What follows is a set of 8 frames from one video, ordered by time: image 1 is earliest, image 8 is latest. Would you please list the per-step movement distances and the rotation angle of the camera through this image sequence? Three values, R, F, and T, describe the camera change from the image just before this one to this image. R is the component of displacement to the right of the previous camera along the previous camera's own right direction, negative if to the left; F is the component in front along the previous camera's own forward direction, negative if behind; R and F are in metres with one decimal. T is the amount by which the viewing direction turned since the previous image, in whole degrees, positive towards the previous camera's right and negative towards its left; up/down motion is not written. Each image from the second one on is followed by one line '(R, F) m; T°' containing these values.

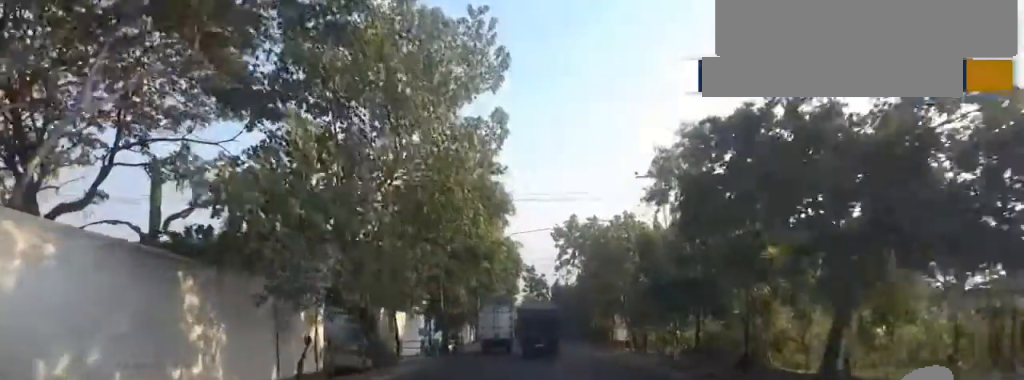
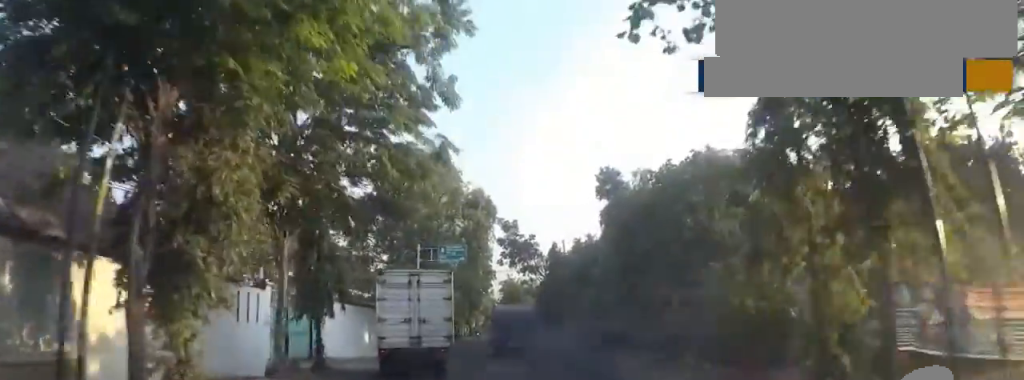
(+0.9, +23.6) m; +2°
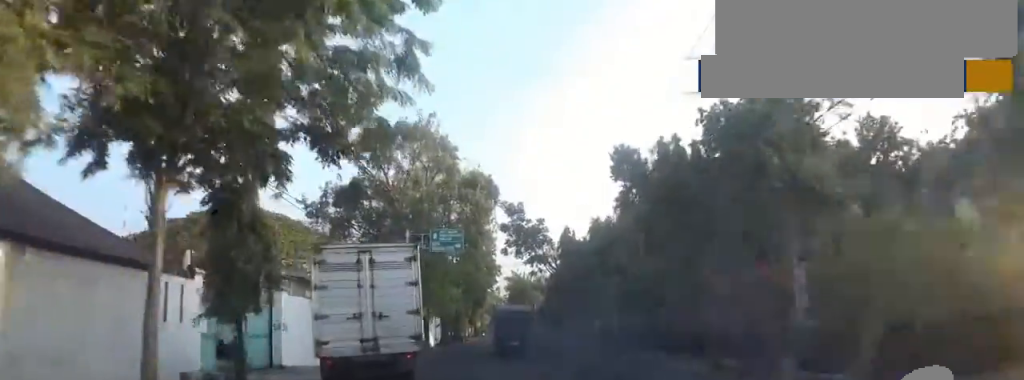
(0.0, +4.6) m; 0°
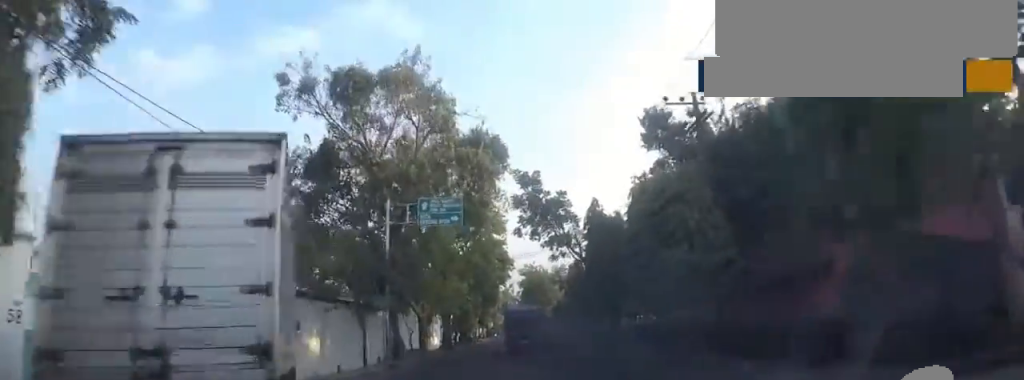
(0.0, +6.4) m; -1°
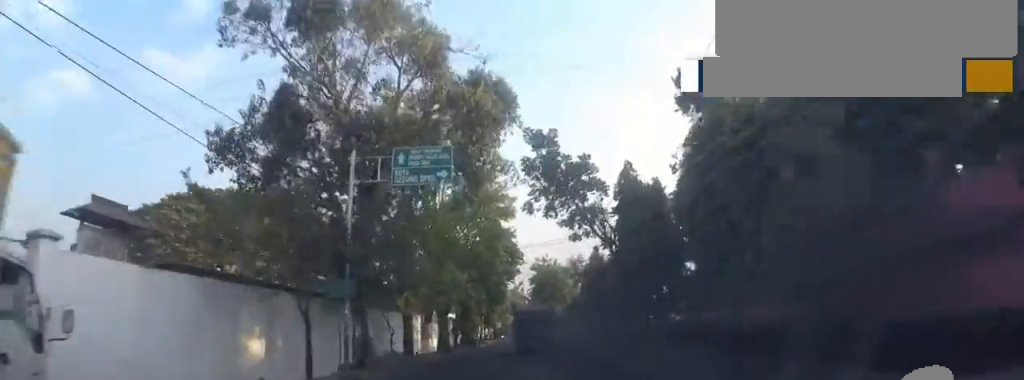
(+0.1, +5.5) m; -1°
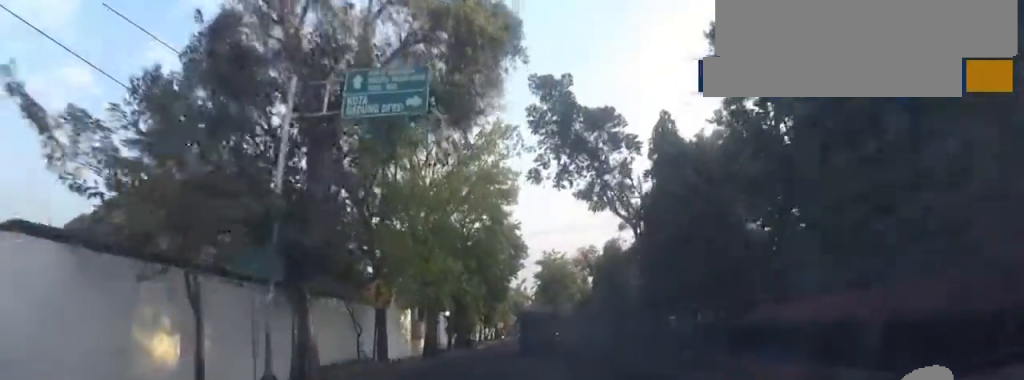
(-0.1, +4.7) m; 0°
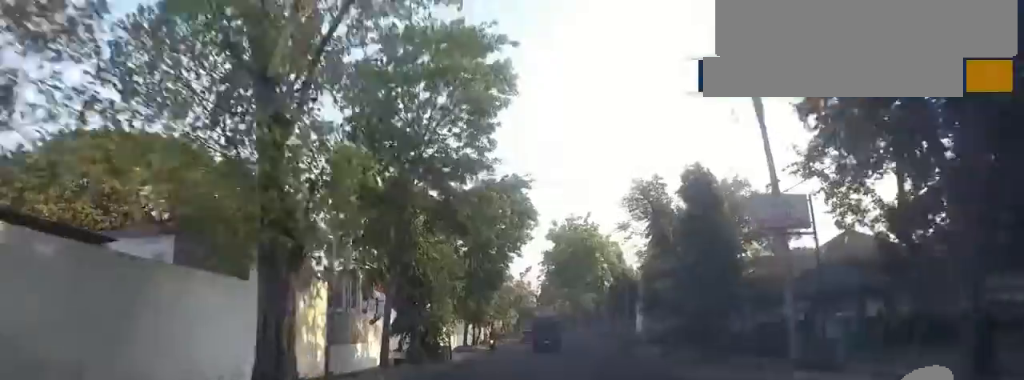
(0.0, +15.6) m; 0°
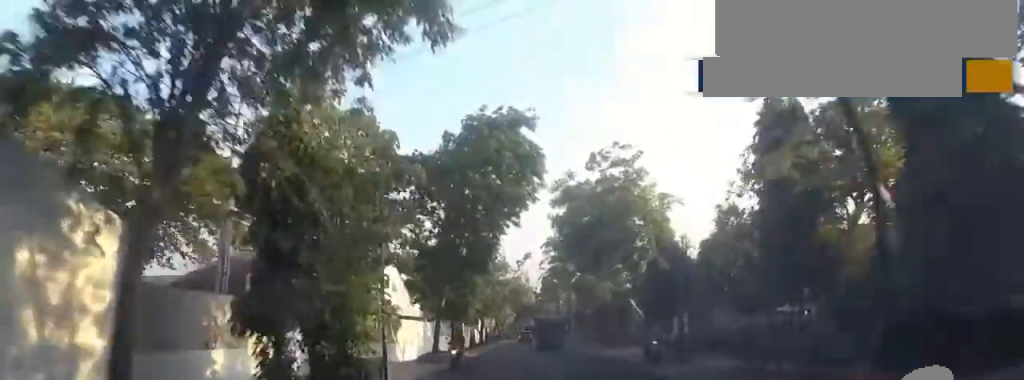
(-0.2, +10.8) m; -1°
